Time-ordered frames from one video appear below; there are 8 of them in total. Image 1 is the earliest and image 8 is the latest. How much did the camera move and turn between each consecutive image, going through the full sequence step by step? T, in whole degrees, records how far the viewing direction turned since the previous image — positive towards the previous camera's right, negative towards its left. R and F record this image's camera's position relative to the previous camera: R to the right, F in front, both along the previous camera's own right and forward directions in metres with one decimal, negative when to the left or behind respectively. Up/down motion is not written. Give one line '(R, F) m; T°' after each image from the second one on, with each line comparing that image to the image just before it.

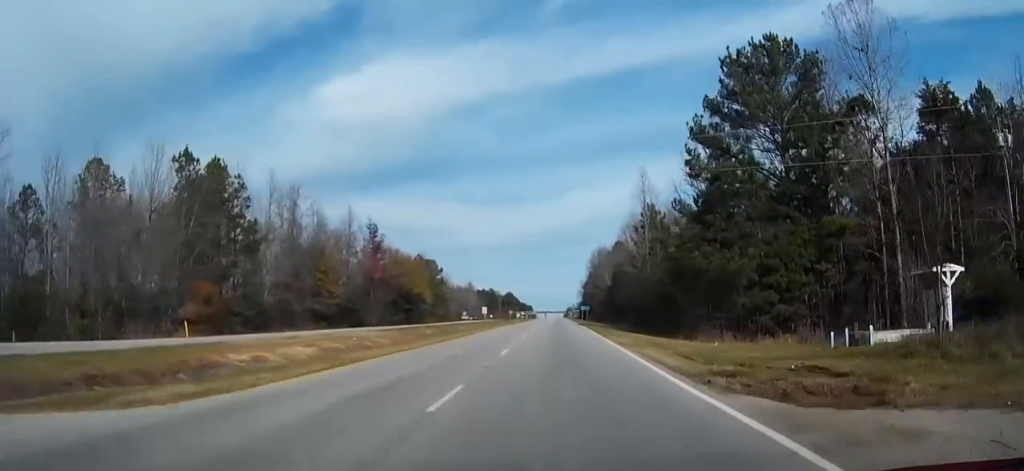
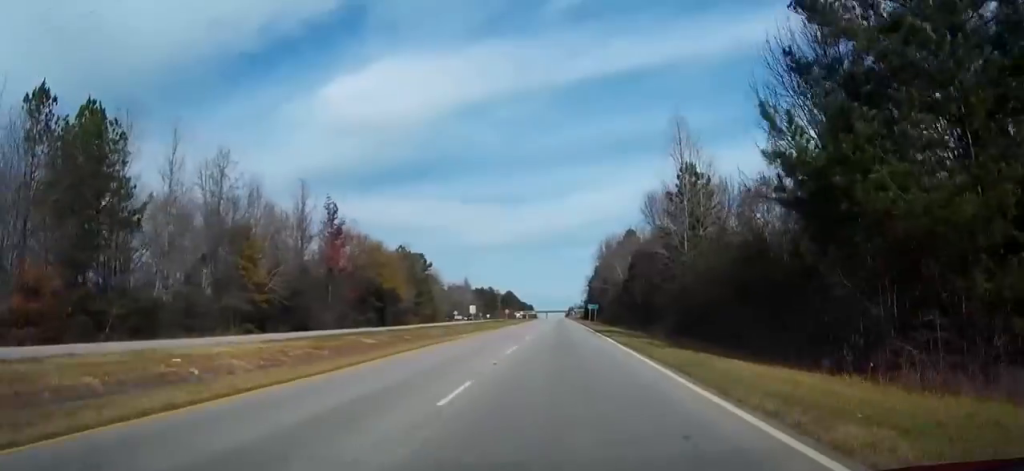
(0.0, +24.0) m; 0°
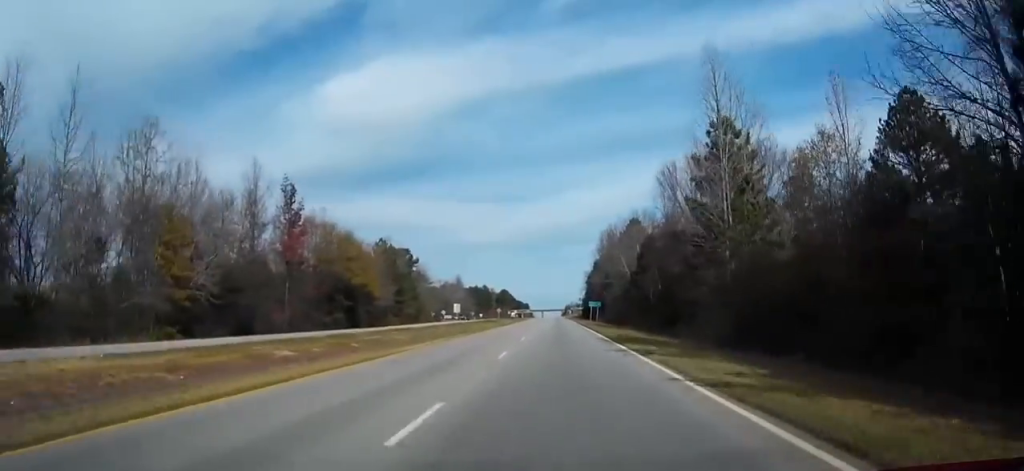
(0.0, +15.3) m; 0°
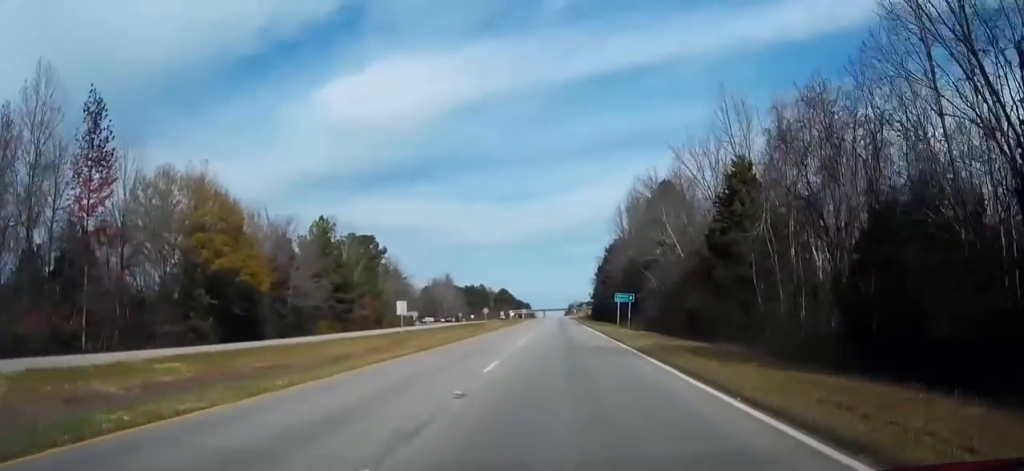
(0.0, +41.6) m; 0°
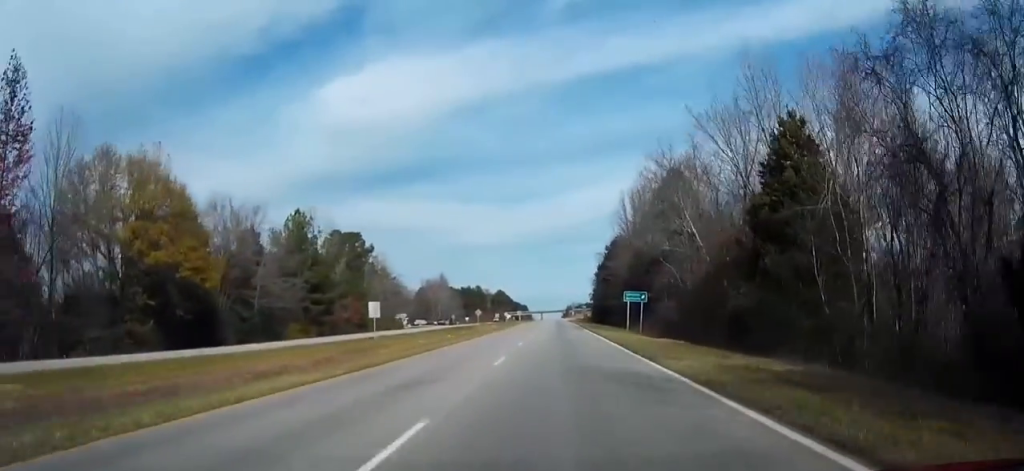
(0.0, +9.8) m; 0°
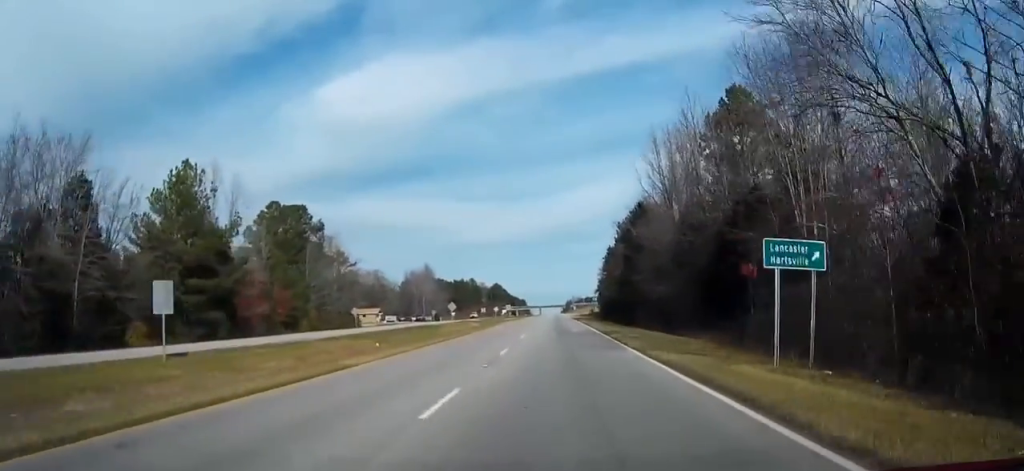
(0.0, +33.5) m; 0°
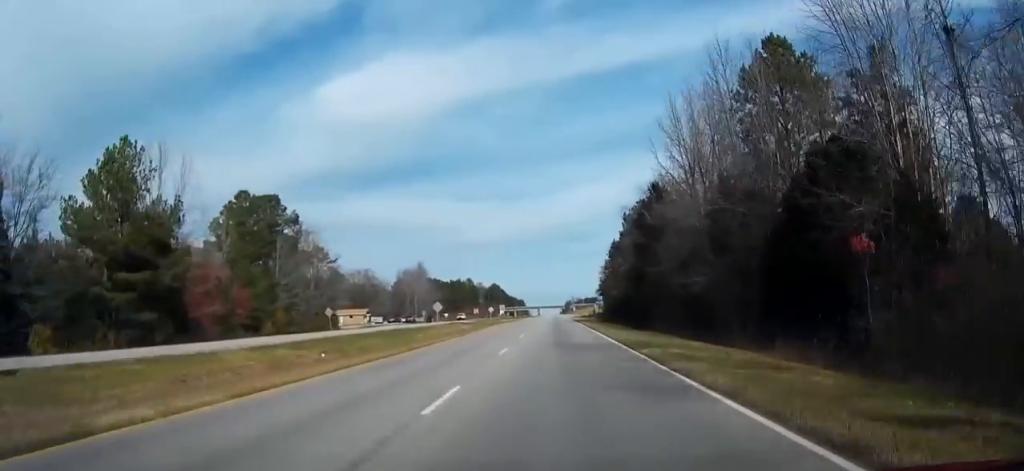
(0.0, +11.8) m; 0°
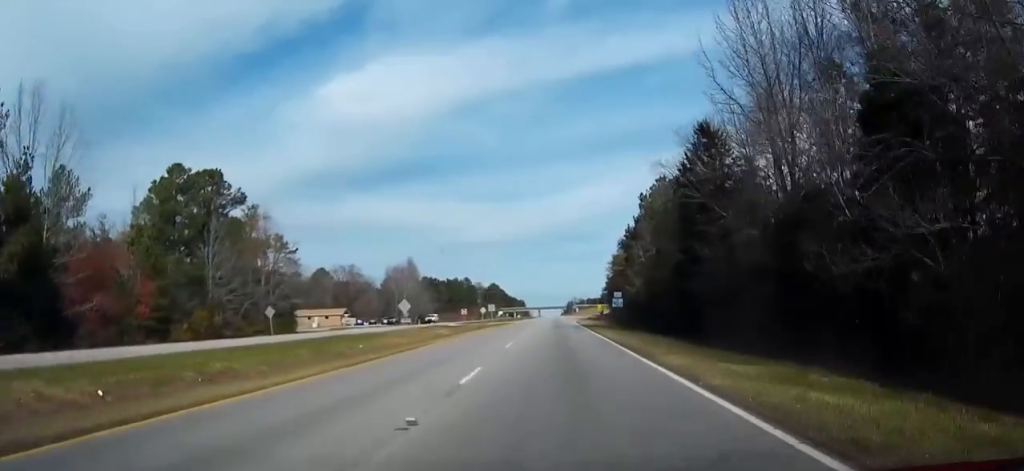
(0.0, +20.6) m; 0°
